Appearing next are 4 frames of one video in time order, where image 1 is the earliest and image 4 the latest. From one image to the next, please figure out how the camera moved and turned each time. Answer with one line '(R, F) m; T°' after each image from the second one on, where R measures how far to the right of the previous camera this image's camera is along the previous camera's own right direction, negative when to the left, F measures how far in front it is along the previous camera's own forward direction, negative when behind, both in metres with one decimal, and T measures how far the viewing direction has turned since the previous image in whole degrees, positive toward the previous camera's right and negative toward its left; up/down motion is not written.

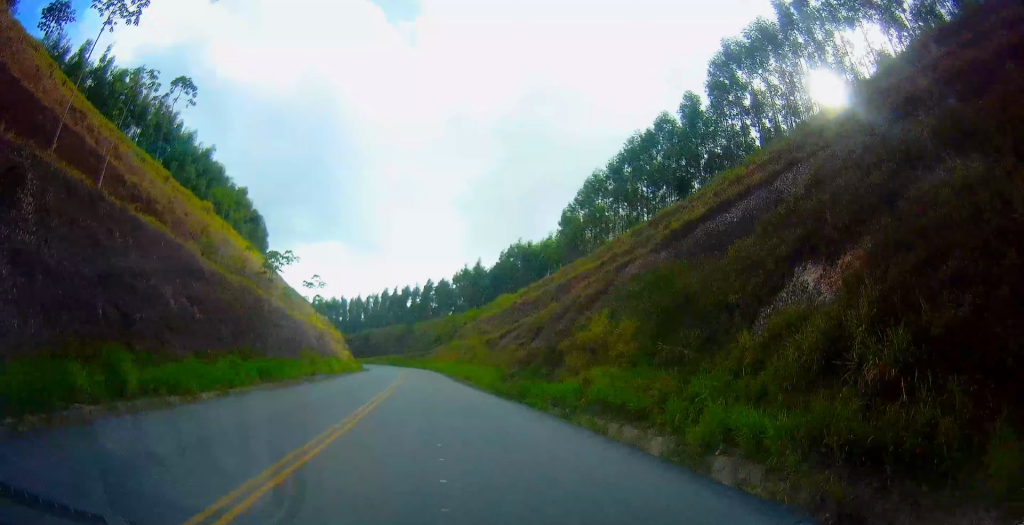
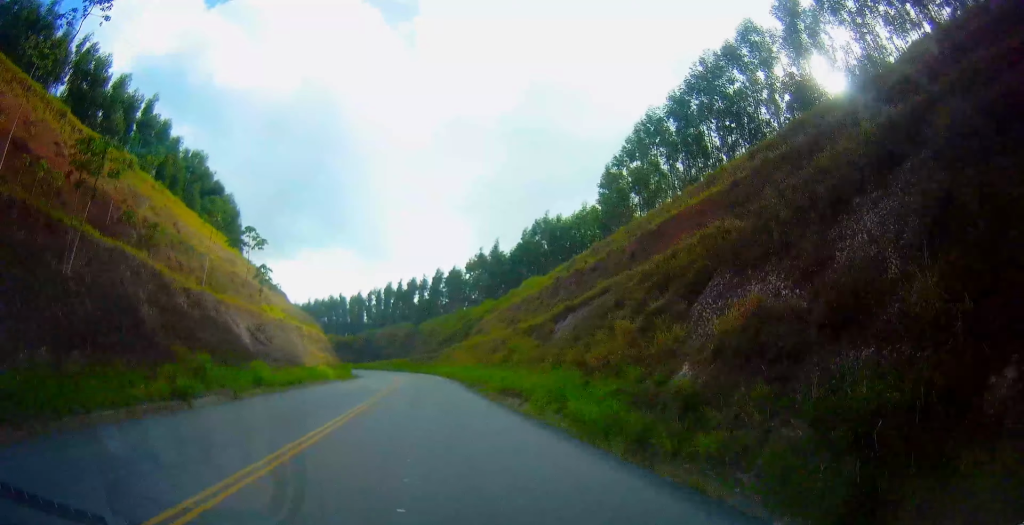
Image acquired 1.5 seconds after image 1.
(-1.4, +25.9) m; -2°
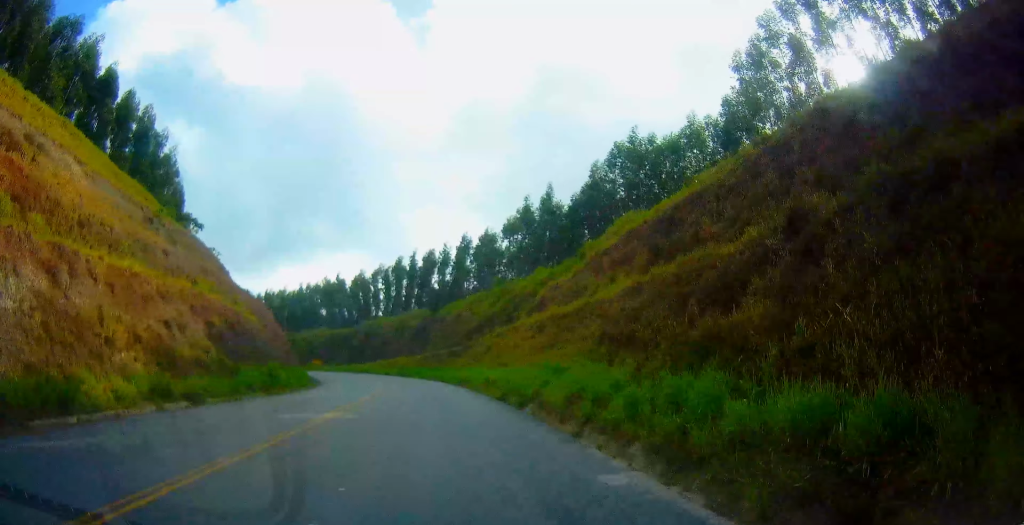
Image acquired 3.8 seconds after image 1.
(-0.8, +43.9) m; -3°
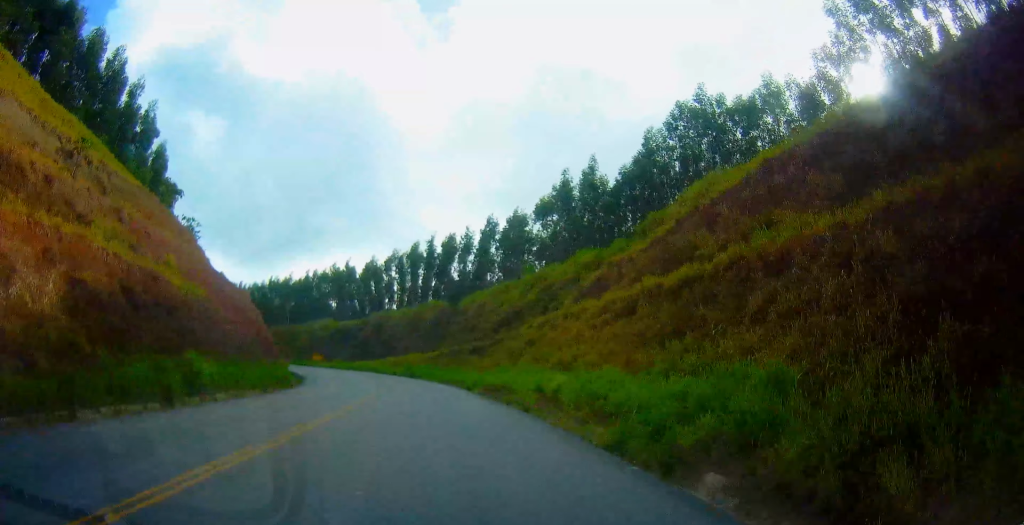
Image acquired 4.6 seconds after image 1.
(+0.1, +15.0) m; -1°
